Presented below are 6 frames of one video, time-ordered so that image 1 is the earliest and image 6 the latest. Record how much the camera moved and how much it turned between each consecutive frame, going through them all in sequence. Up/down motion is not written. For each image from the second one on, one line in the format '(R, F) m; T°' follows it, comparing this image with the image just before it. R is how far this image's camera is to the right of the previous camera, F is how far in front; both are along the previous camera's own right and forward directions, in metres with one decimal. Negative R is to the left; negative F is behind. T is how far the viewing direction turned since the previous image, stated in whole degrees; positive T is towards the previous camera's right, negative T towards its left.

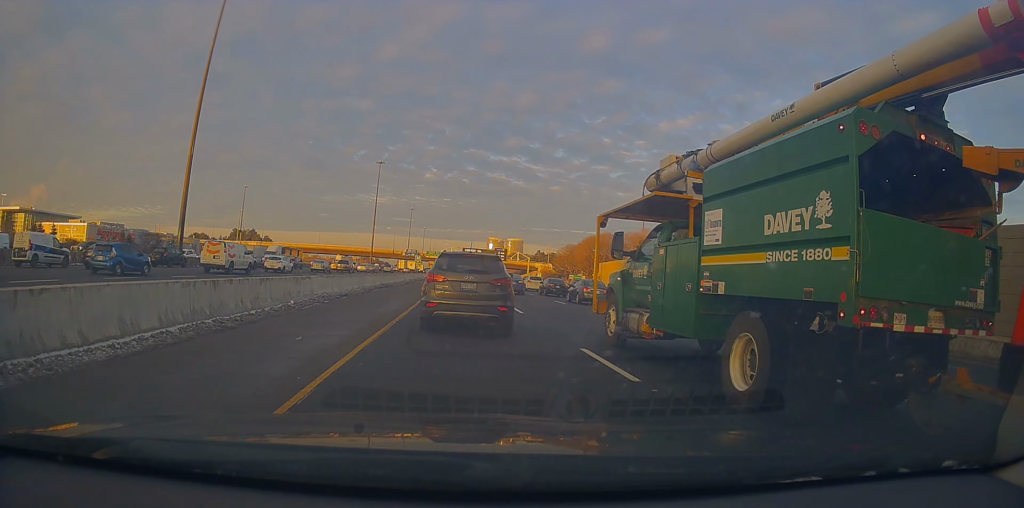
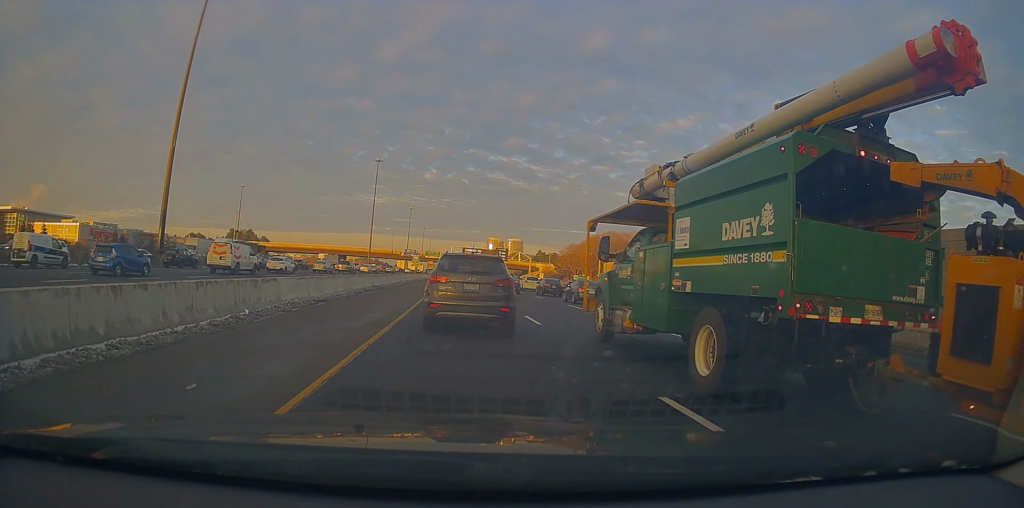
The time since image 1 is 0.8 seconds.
(+0.2, +4.3) m; +2°
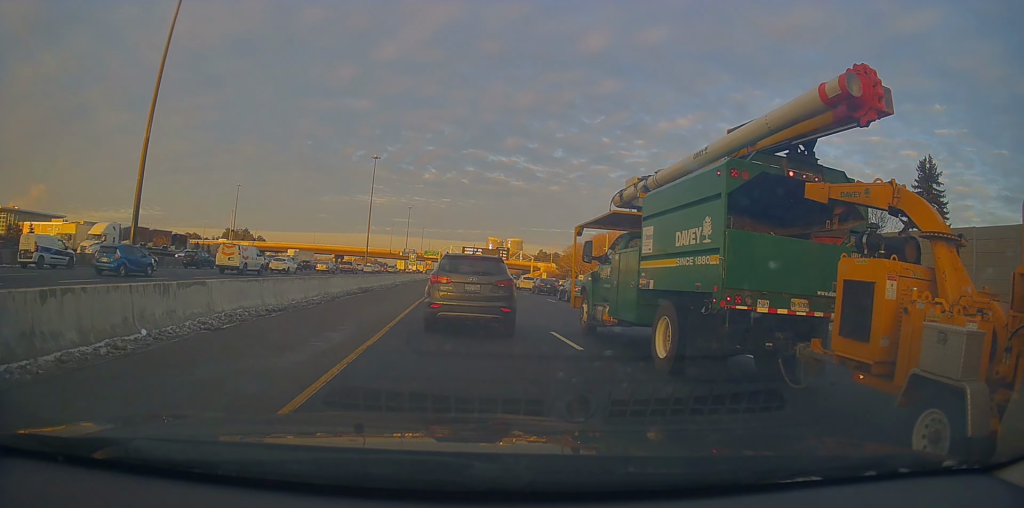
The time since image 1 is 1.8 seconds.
(-0.1, +5.2) m; -2°
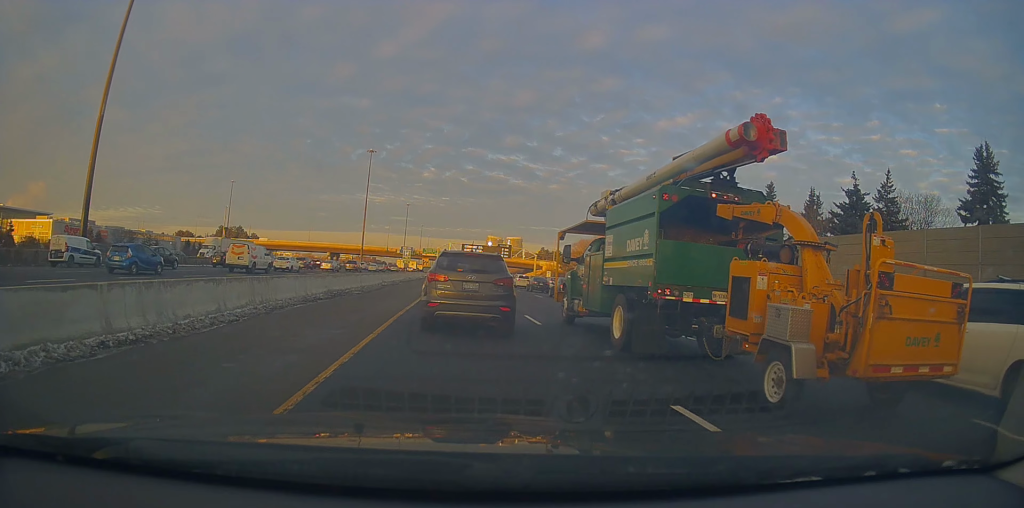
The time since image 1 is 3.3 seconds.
(-0.6, +7.4) m; -4°
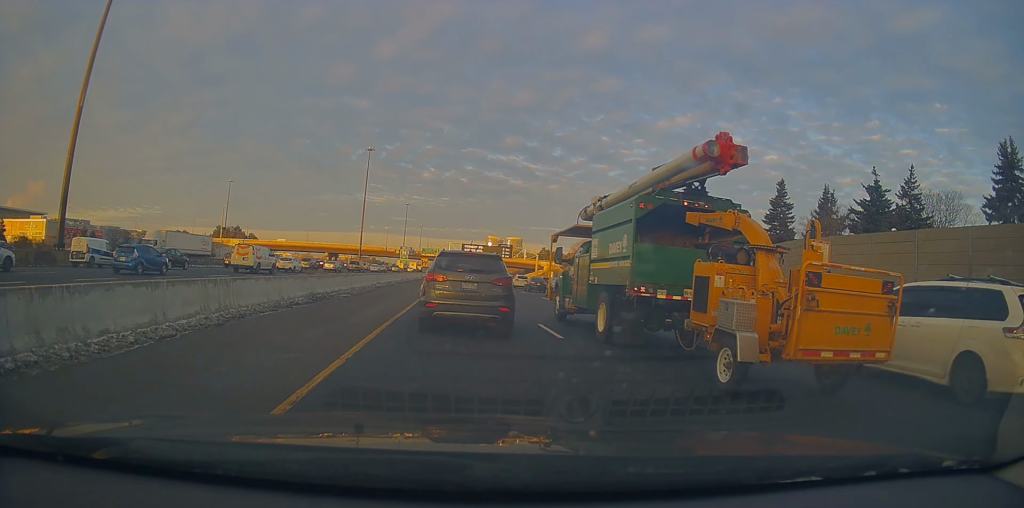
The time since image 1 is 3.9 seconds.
(0.0, +3.0) m; +2°
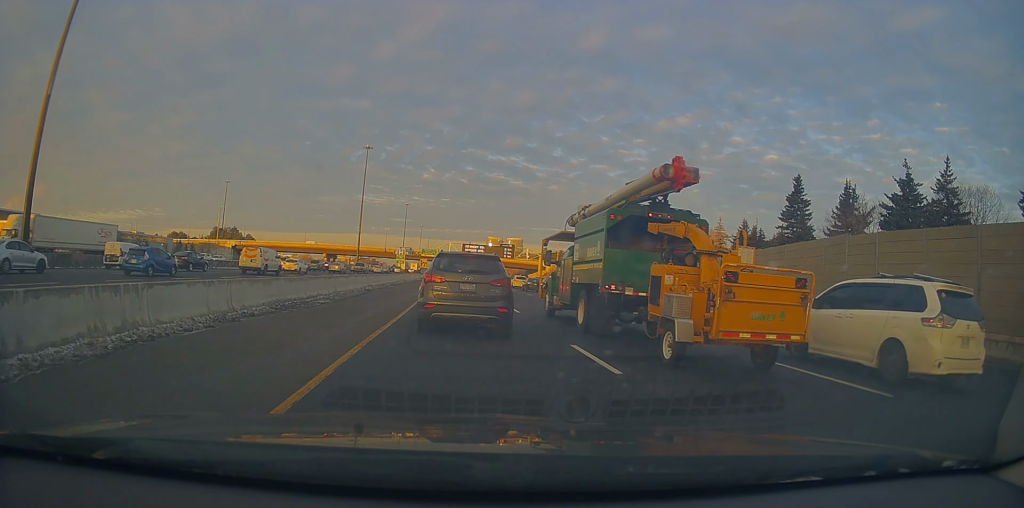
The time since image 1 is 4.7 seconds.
(+0.3, +4.4) m; +3°
